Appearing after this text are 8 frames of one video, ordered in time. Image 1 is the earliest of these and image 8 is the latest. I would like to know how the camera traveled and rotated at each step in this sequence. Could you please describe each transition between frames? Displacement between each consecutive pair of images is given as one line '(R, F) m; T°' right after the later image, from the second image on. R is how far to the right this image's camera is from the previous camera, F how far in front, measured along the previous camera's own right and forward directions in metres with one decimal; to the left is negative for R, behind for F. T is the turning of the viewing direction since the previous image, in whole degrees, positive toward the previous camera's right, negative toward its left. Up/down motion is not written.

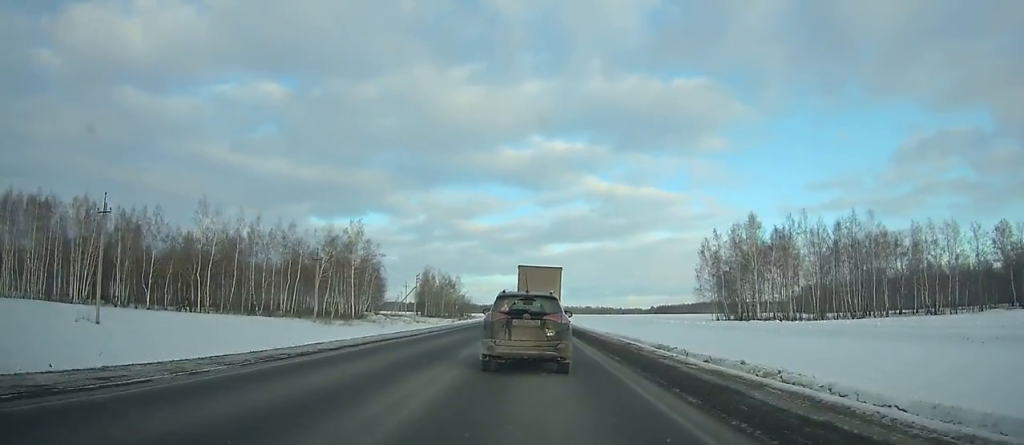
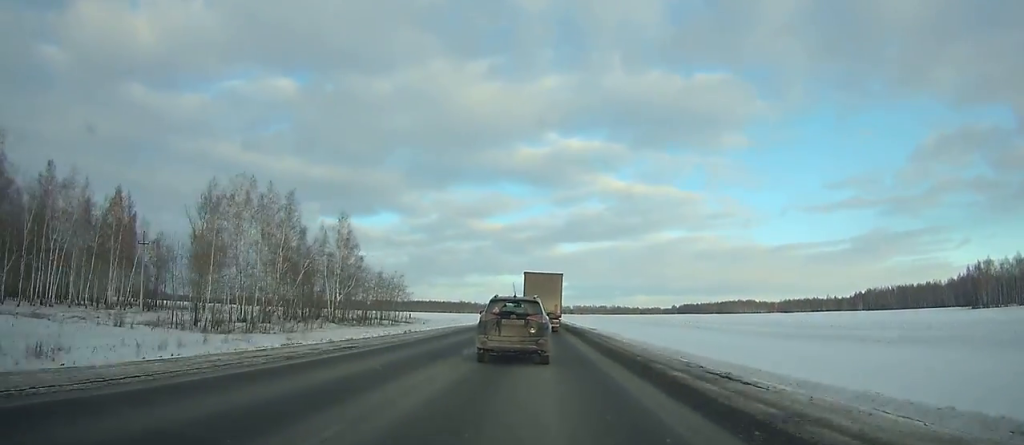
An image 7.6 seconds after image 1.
(-0.1, +142.9) m; 0°
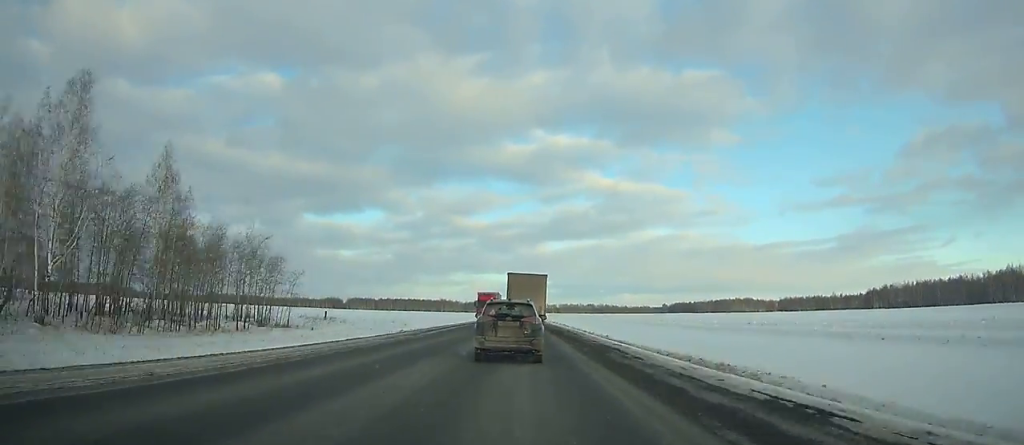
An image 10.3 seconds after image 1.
(+0.3, +51.7) m; 0°
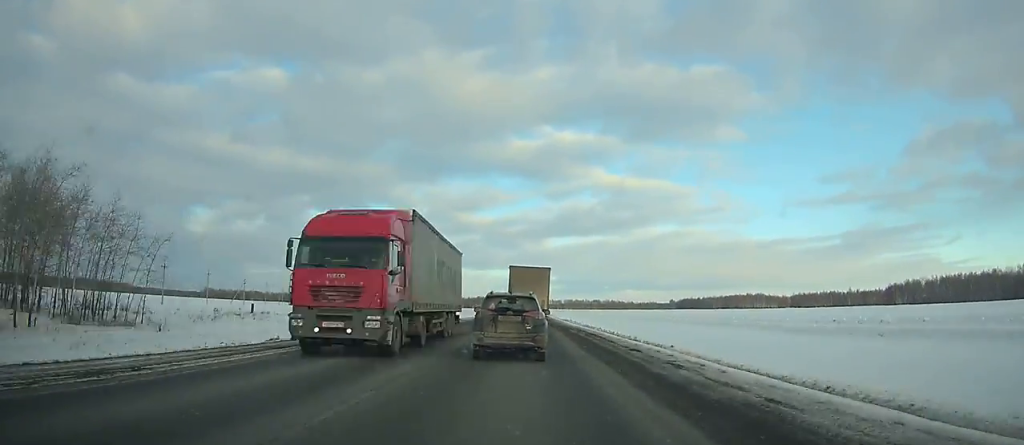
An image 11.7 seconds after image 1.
(0.0, +27.0) m; 0°
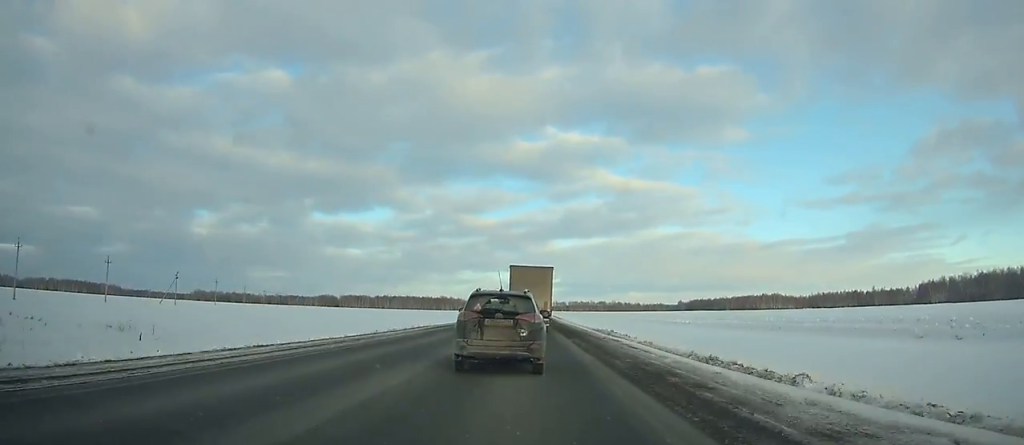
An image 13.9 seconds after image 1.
(0.0, +42.5) m; 0°
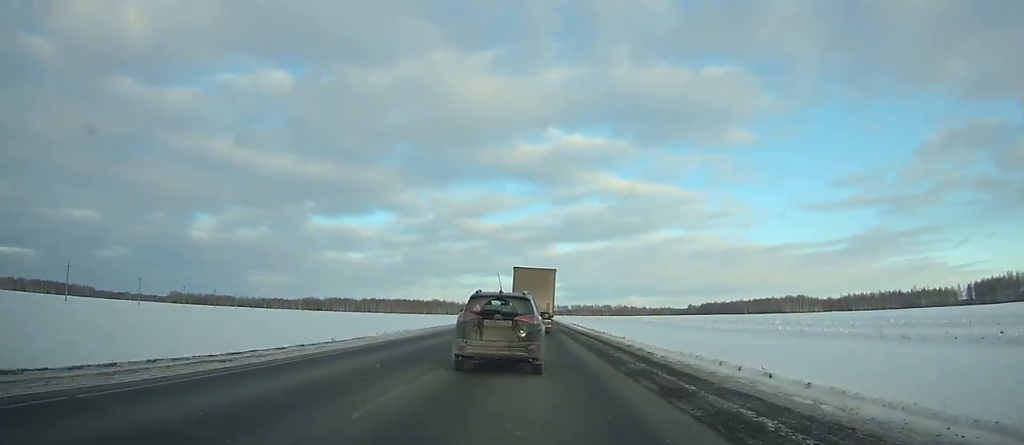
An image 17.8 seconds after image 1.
(+0.3, +74.9) m; +1°
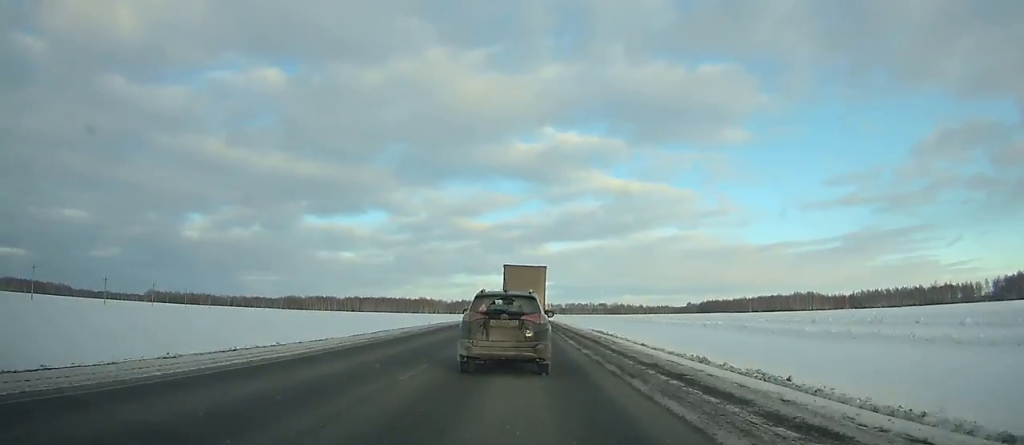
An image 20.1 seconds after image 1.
(+0.2, +44.0) m; 0°
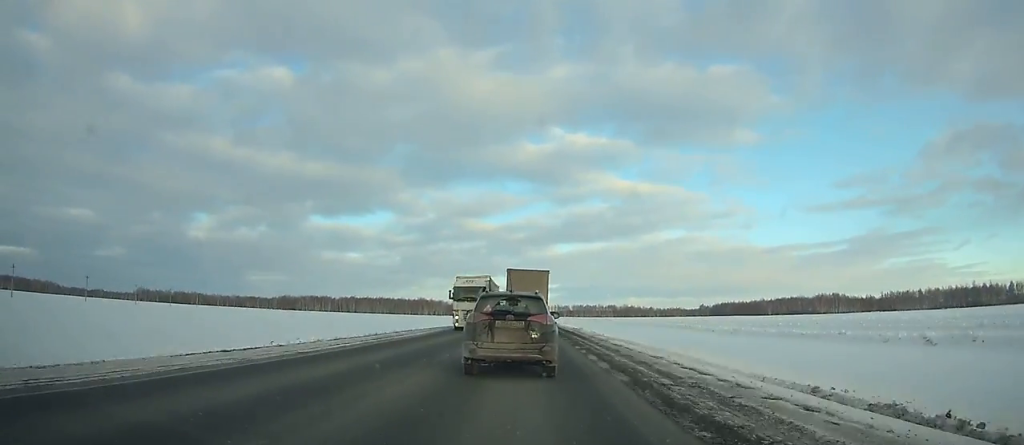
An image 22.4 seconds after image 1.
(+0.3, +43.8) m; 0°
